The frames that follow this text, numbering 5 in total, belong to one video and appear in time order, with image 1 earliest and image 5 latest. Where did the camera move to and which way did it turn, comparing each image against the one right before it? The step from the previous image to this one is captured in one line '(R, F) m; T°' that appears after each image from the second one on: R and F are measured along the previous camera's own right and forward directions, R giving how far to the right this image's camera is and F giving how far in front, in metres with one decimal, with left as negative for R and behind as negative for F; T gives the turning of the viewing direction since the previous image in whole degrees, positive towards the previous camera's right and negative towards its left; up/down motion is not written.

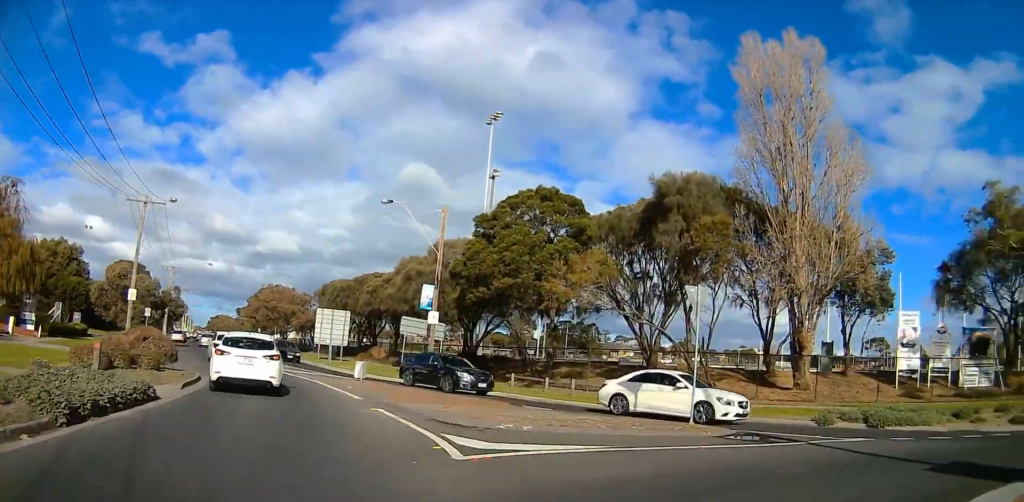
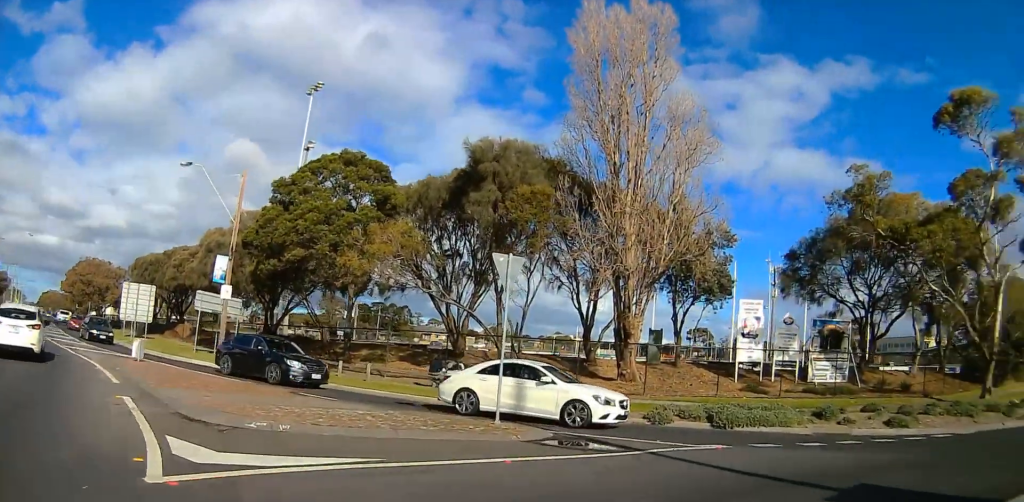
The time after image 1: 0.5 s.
(+0.5, +3.2) m; +19°
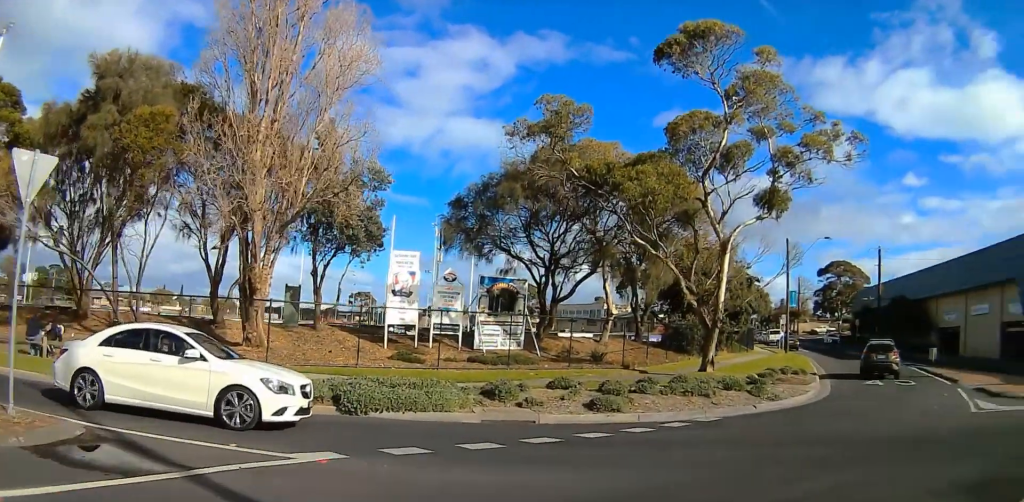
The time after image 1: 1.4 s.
(+0.8, +5.4) m; +24°
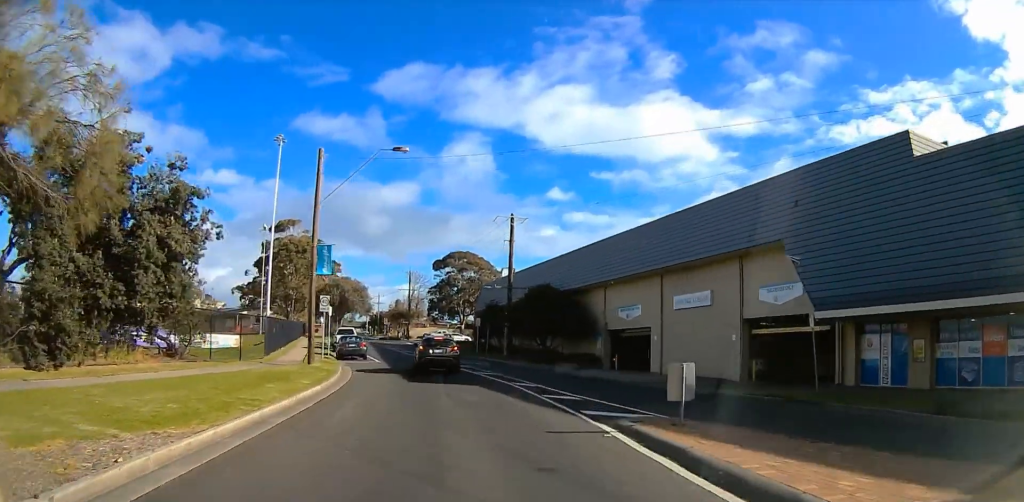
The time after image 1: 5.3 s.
(+13.0, +18.3) m; +43°
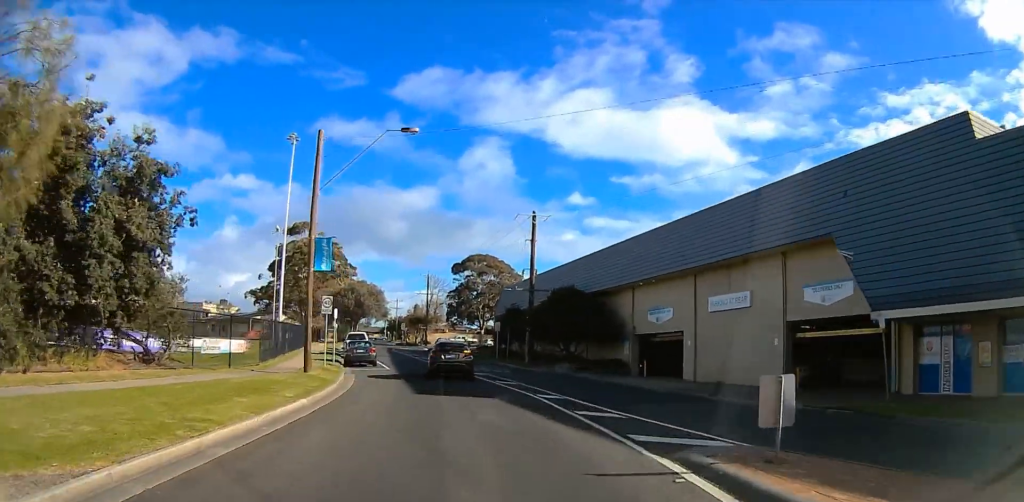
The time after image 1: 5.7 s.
(-0.2, +2.8) m; -2°
